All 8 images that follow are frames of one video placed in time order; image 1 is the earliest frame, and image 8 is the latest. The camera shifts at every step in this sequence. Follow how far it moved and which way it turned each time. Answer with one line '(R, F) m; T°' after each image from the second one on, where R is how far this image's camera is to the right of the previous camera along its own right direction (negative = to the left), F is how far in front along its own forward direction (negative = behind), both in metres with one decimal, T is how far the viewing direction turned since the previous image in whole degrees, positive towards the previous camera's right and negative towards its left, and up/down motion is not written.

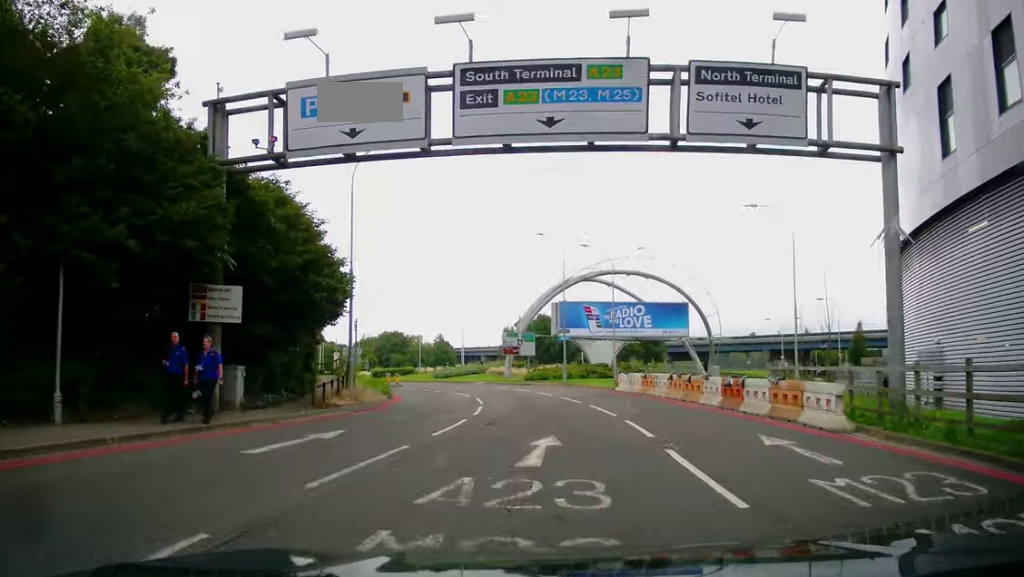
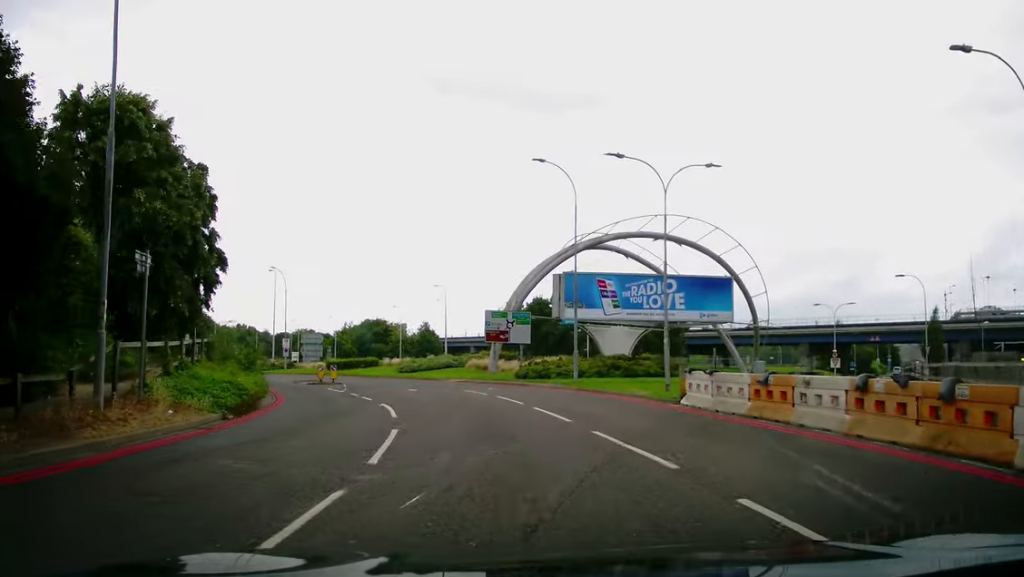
(+0.1, +15.2) m; -2°
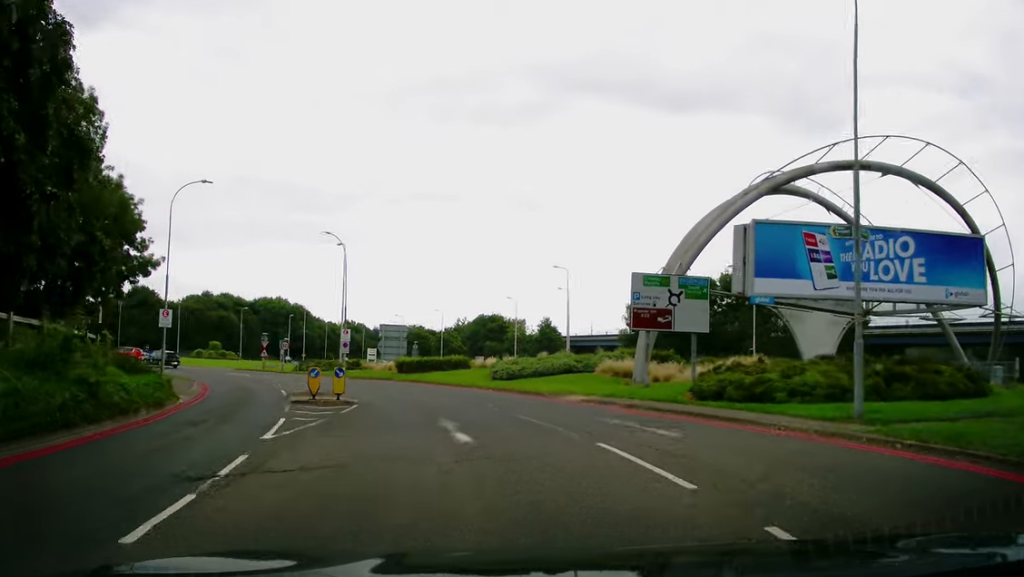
(-0.6, +18.5) m; -3°
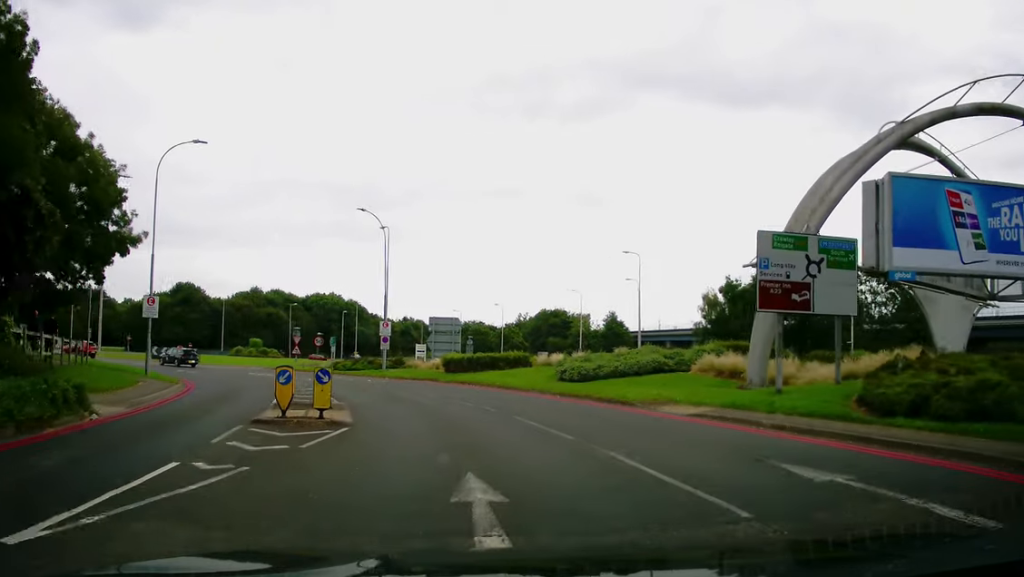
(-0.1, +7.5) m; -5°
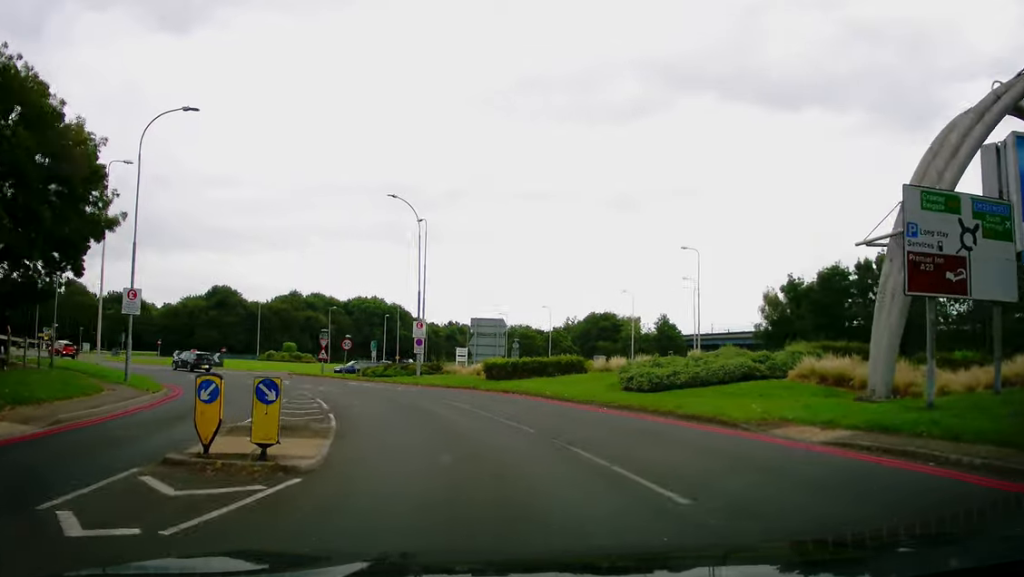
(0.0, +5.2) m; -6°
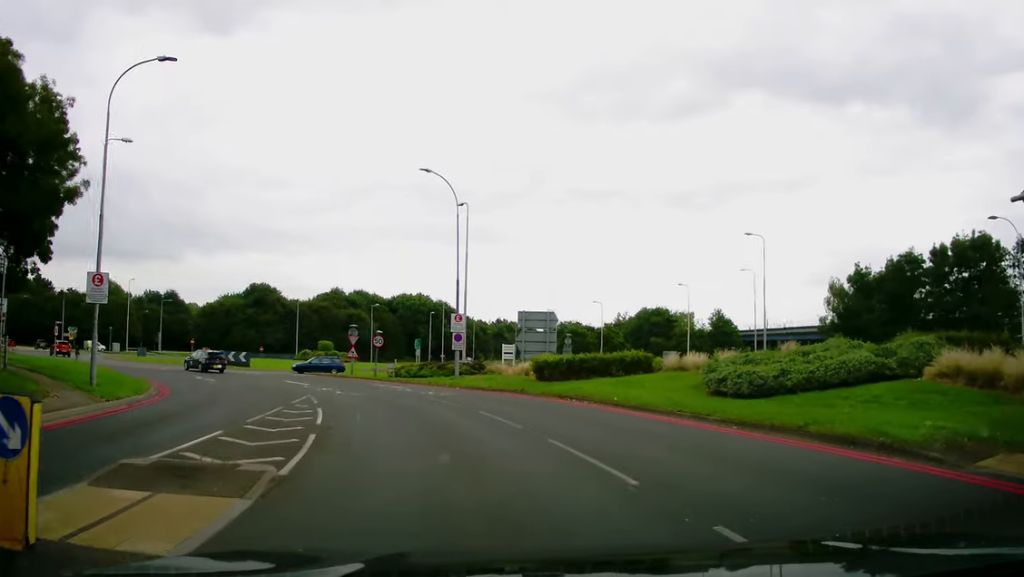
(-0.4, +5.0) m; -5°
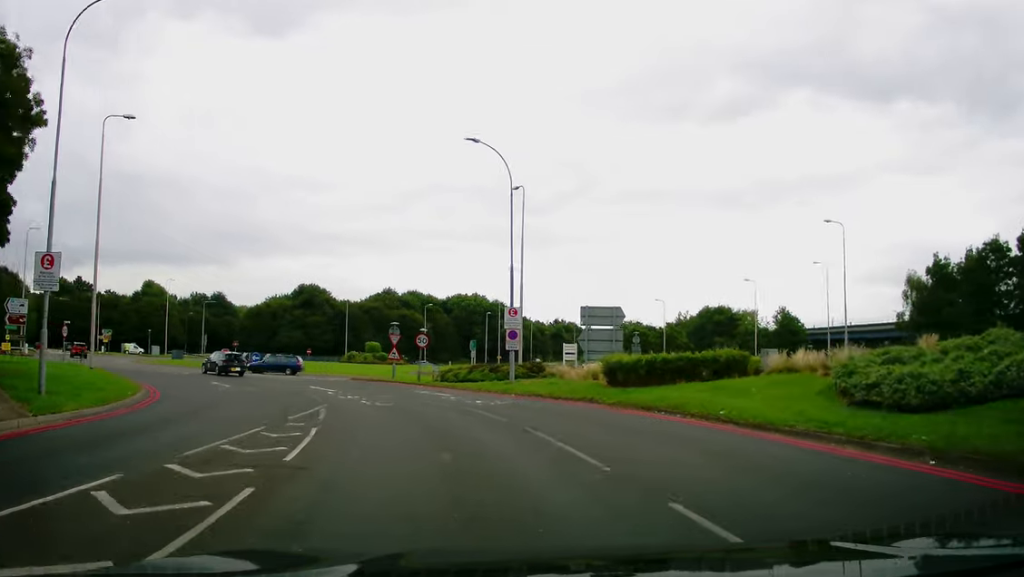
(-0.4, +5.0) m; -4°
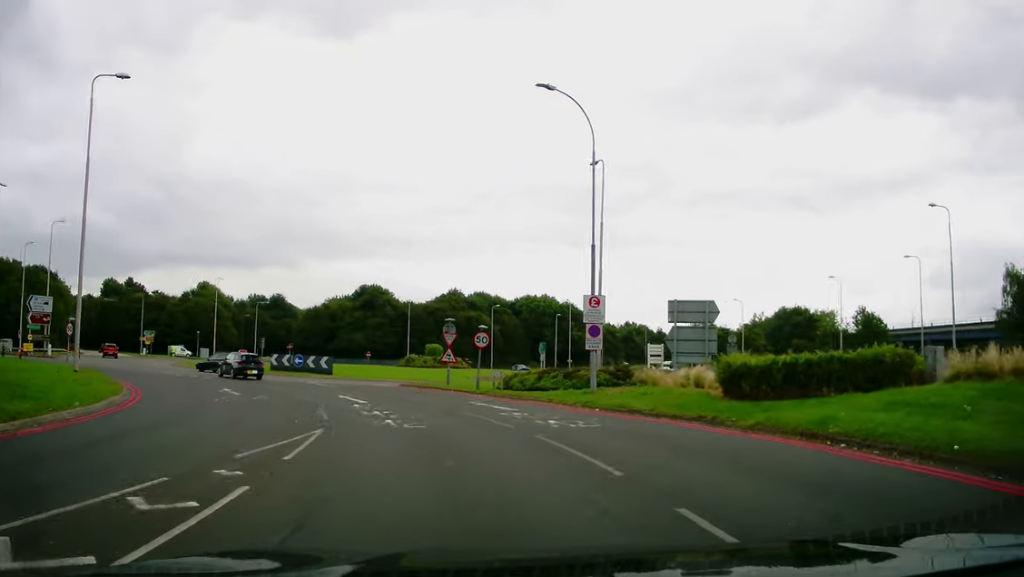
(0.0, +5.9) m; -6°
